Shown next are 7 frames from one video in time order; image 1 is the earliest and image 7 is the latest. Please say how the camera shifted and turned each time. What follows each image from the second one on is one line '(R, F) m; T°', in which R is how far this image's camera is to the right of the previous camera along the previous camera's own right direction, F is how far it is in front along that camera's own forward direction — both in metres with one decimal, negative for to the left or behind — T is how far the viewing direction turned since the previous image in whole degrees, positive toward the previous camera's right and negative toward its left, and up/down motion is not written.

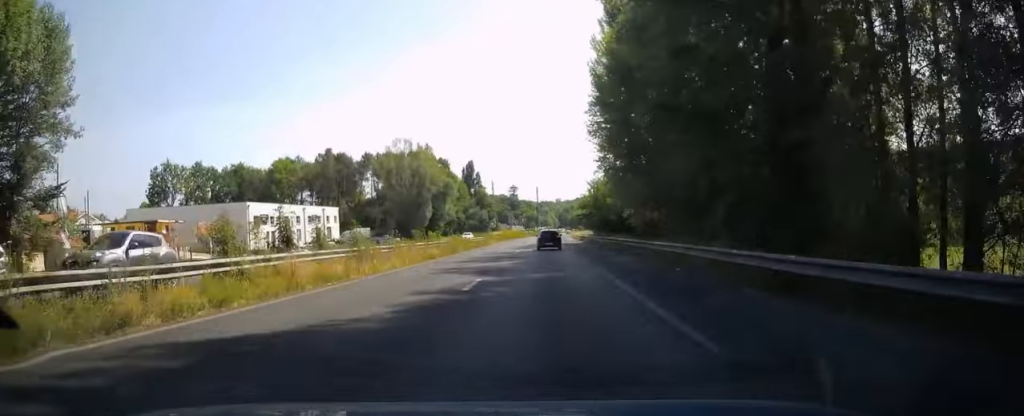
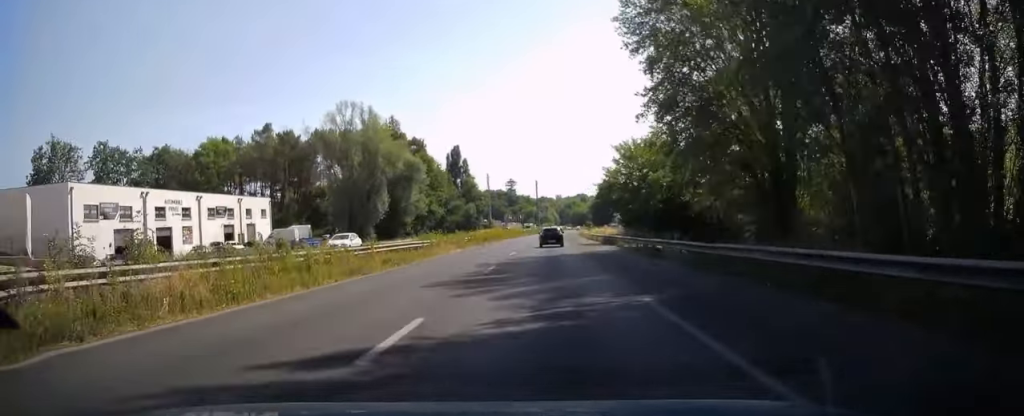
(-0.3, +34.0) m; -1°
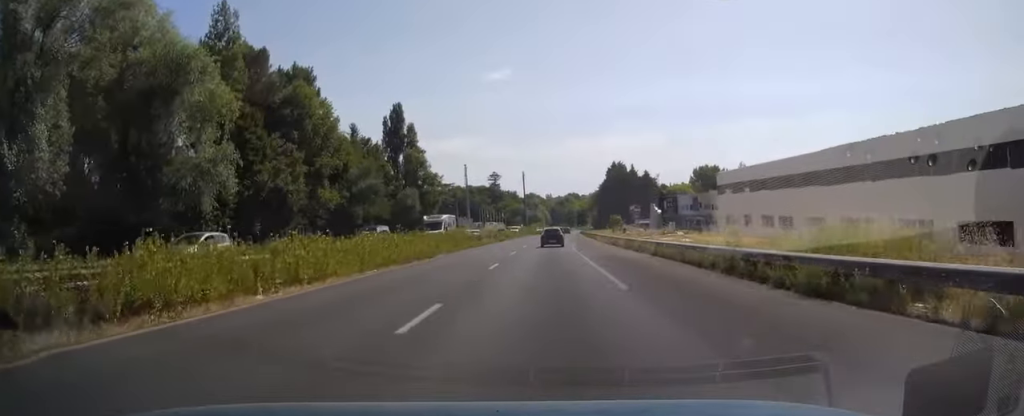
(+0.3, +62.9) m; +1°
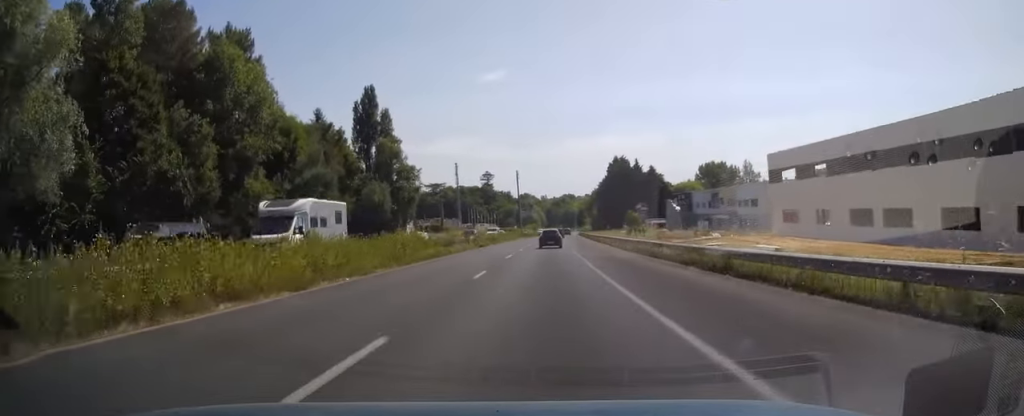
(0.0, +16.4) m; 0°
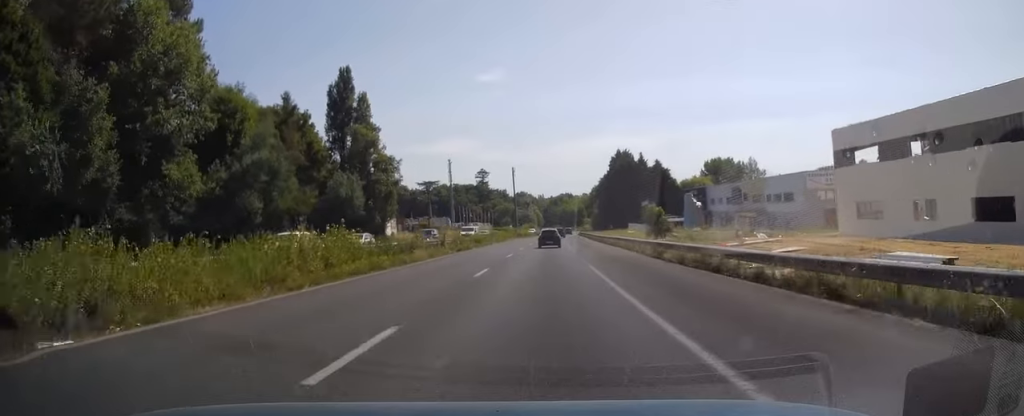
(0.0, +12.1) m; 0°
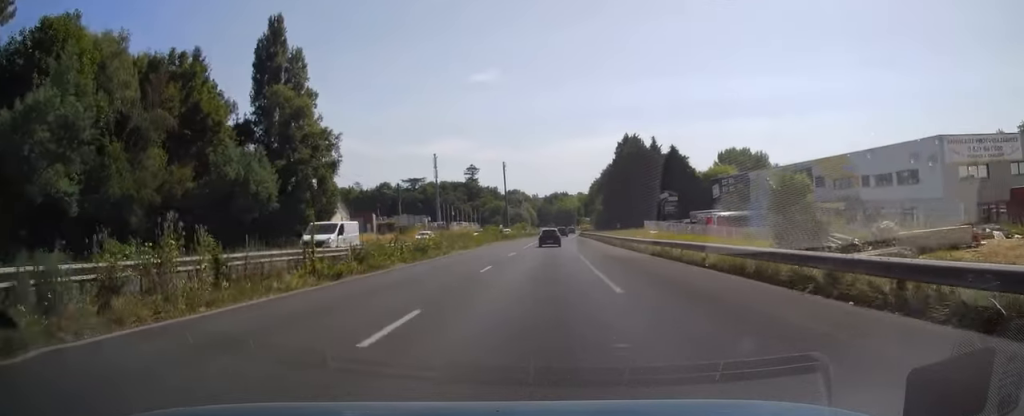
(+0.1, +24.2) m; +1°
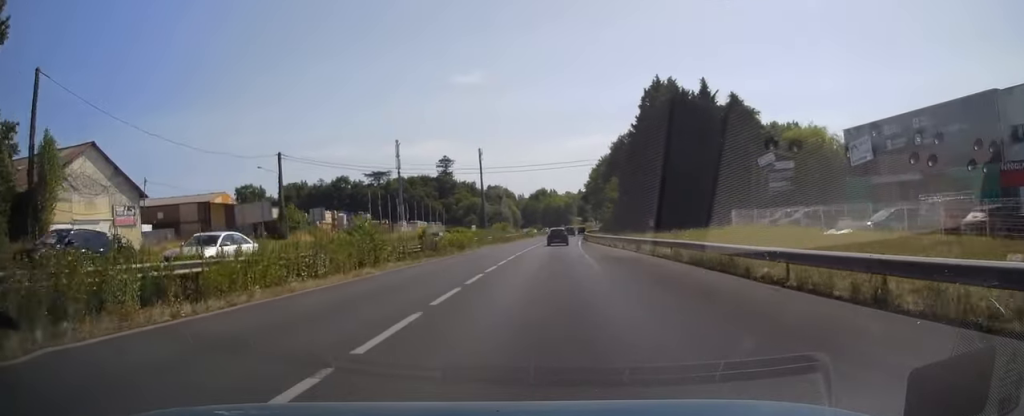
(+1.2, +47.3) m; +1°
